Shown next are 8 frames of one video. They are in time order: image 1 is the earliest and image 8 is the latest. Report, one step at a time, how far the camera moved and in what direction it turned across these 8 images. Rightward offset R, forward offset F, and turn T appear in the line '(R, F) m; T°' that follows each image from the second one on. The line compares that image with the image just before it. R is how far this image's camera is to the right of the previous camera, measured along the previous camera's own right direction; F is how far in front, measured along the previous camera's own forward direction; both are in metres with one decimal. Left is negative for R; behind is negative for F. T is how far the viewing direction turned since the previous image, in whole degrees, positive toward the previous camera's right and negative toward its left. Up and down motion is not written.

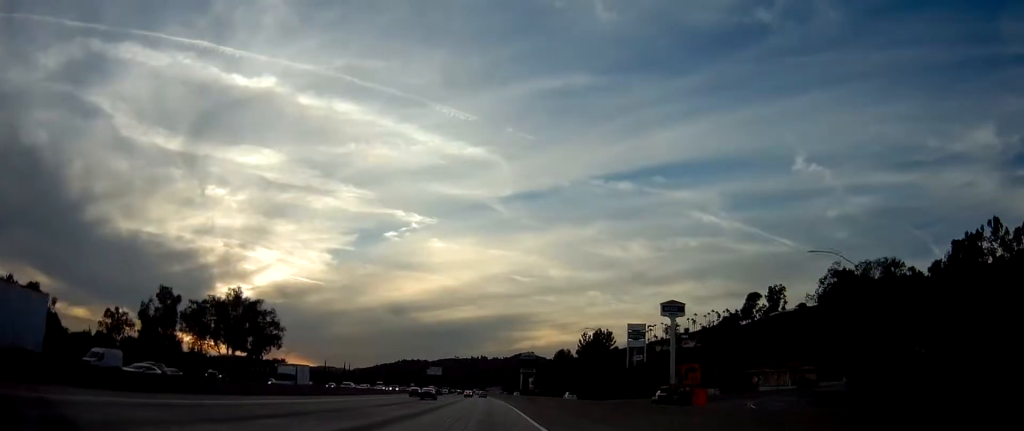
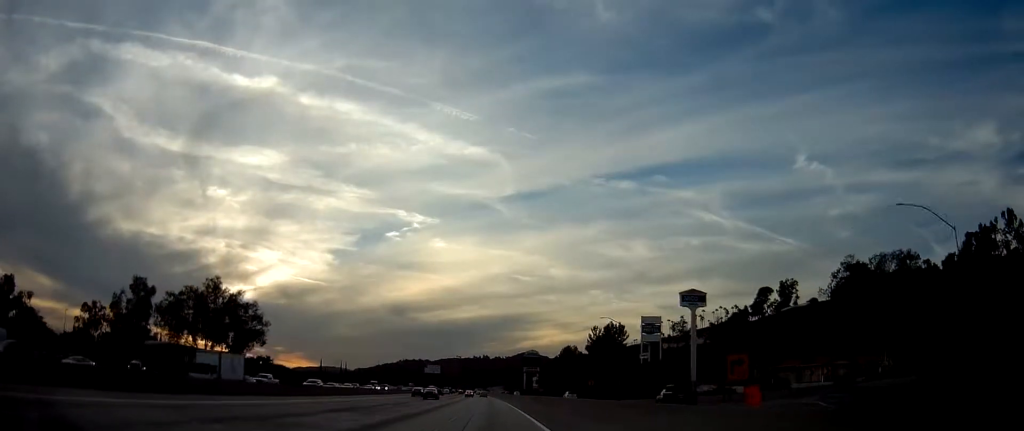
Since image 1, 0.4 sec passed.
(0.0, +12.3) m; 0°
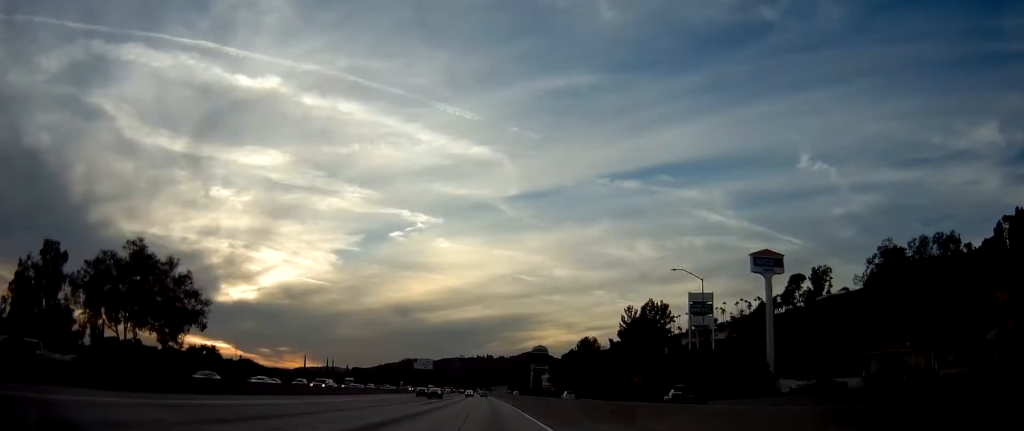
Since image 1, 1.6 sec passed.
(0.0, +32.5) m; 0°
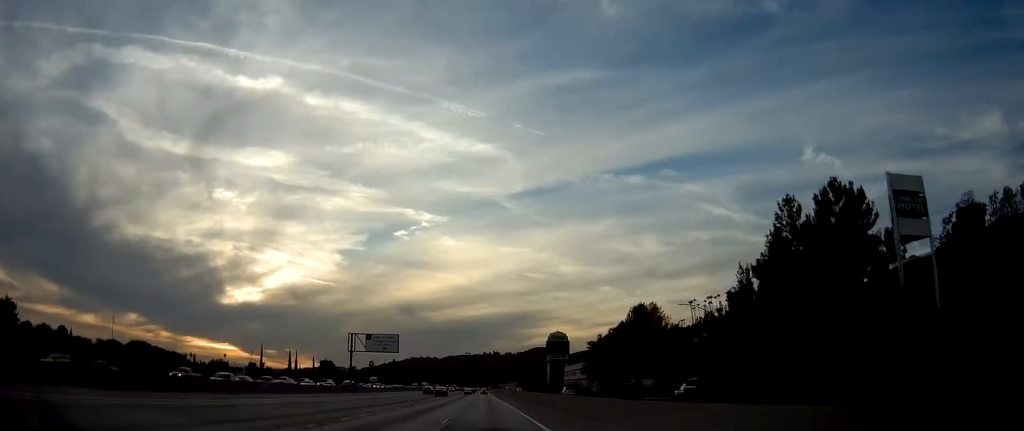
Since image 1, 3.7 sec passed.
(-0.1, +60.9) m; -1°
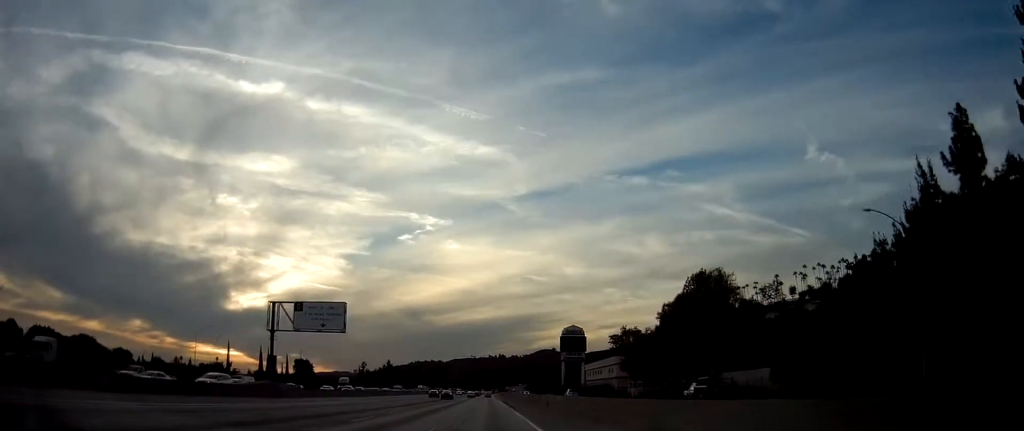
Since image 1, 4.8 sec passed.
(-0.3, +33.6) m; -1°
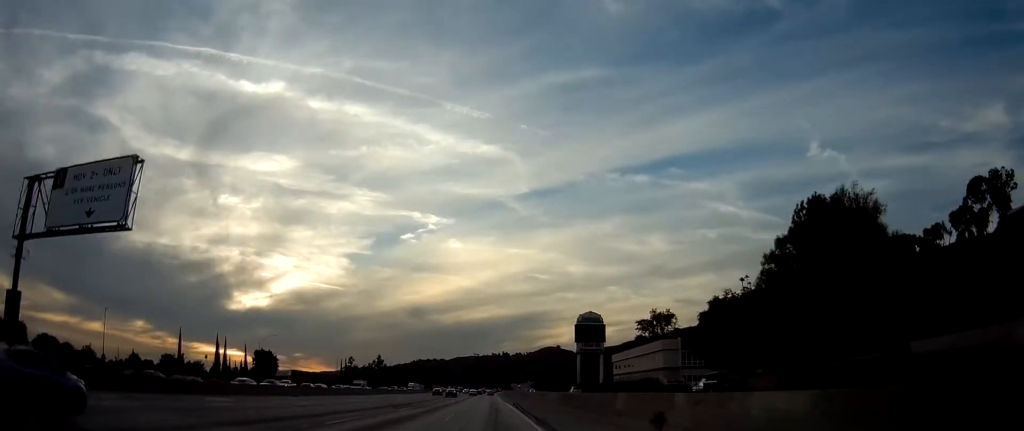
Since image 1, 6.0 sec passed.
(-0.3, +33.4) m; -1°
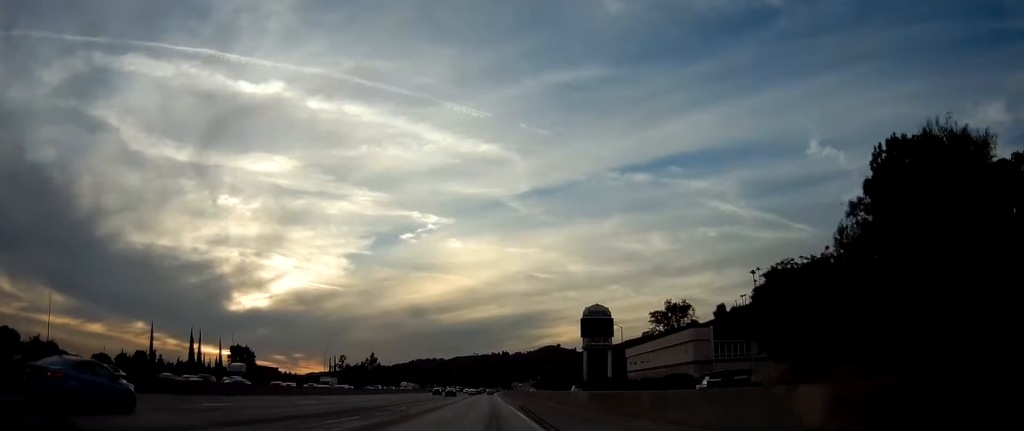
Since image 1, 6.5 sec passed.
(-0.1, +14.4) m; 0°
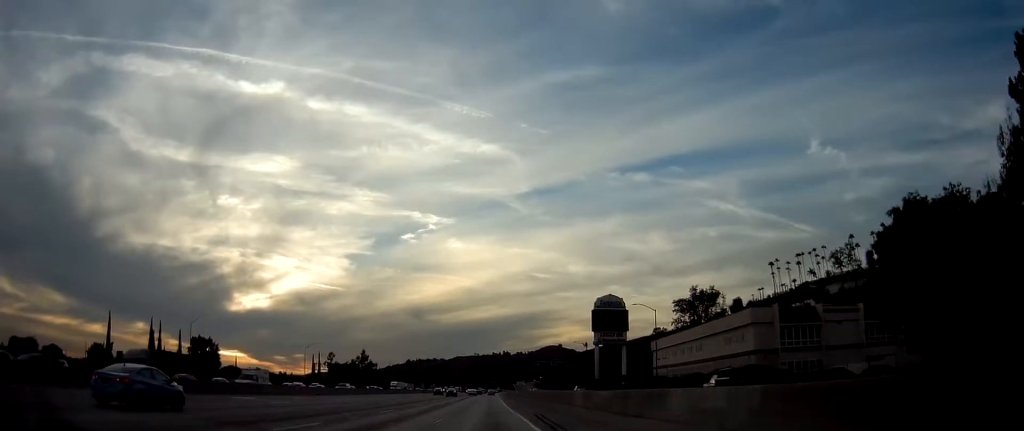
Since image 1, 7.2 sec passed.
(+0.1, +19.3) m; 0°
